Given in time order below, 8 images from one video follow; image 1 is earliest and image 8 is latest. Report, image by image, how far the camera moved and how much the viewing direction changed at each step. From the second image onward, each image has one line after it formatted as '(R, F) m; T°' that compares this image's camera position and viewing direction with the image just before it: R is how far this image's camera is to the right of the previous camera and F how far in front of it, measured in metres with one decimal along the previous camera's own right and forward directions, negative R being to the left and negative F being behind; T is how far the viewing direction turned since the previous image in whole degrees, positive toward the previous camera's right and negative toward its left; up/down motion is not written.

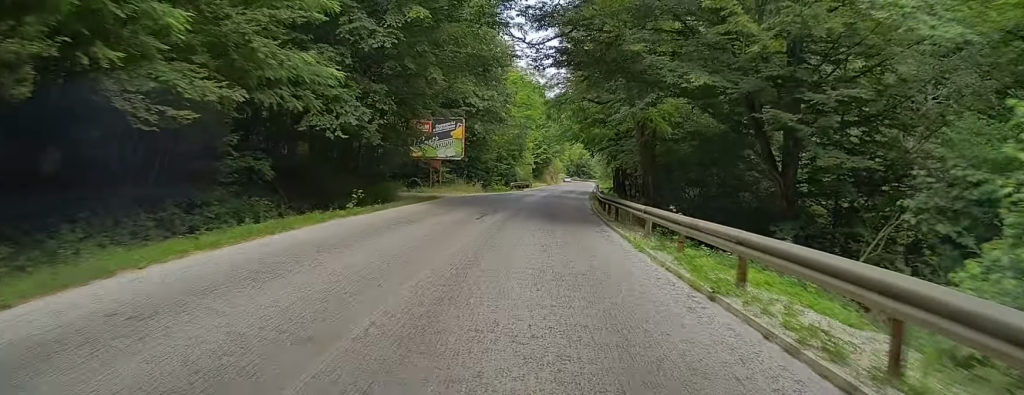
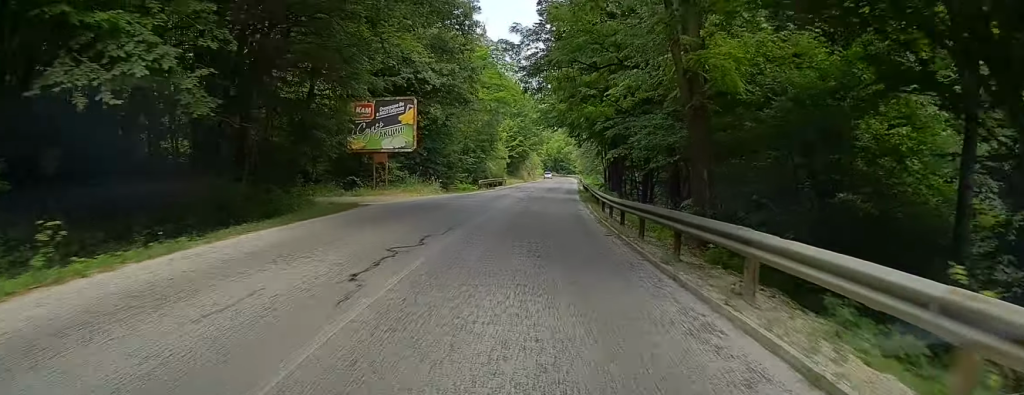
(-0.2, +12.5) m; 0°
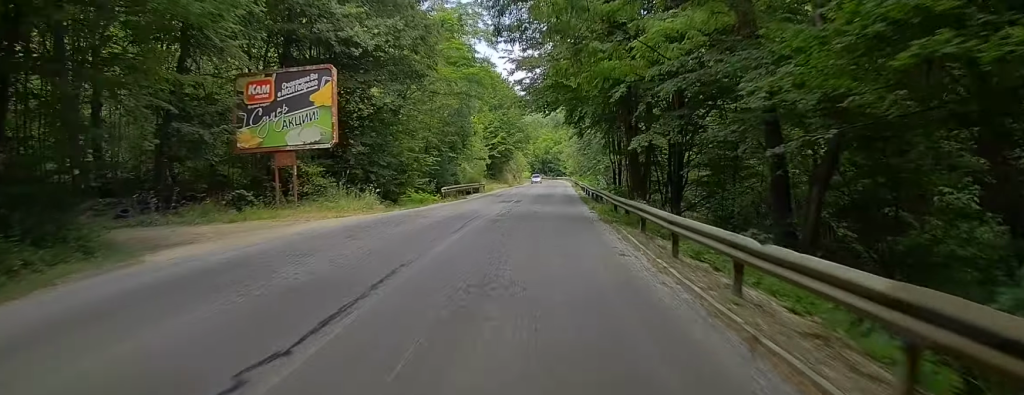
(-0.1, +14.6) m; 0°
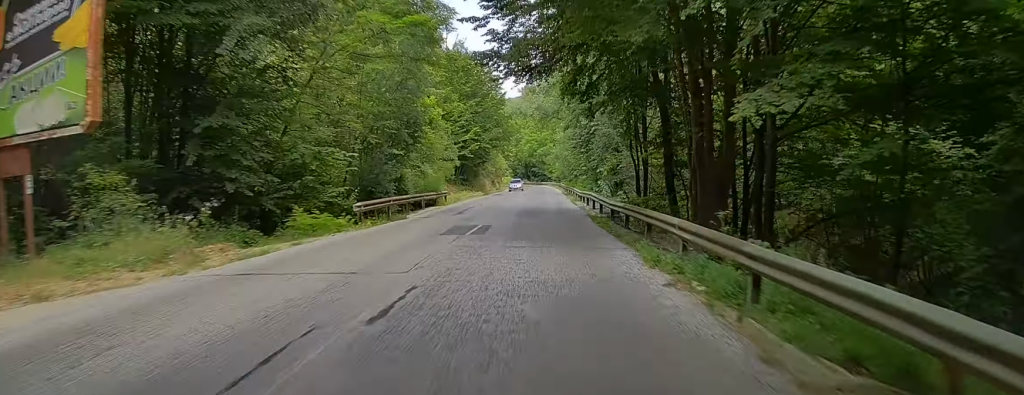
(+0.1, +15.3) m; +1°
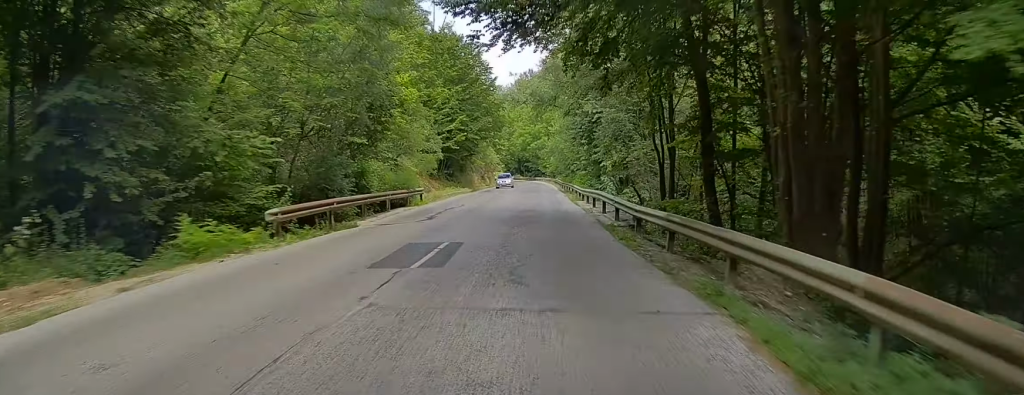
(-0.3, +6.7) m; +1°
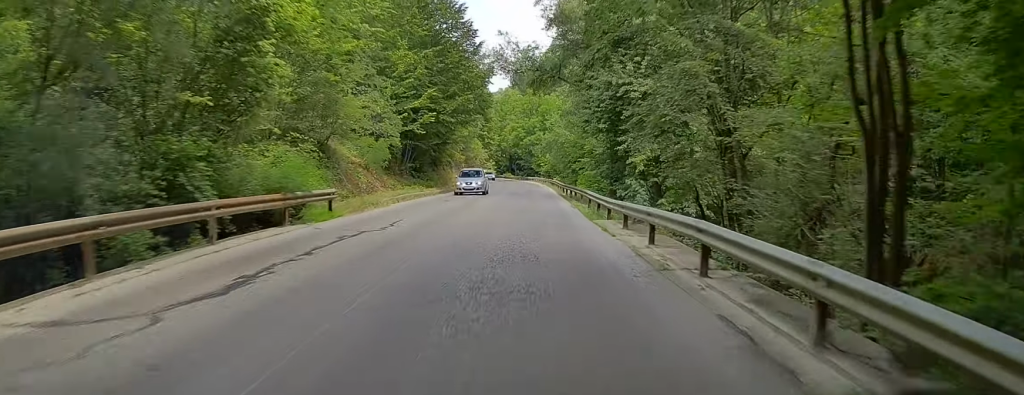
(+0.8, +14.4) m; +3°
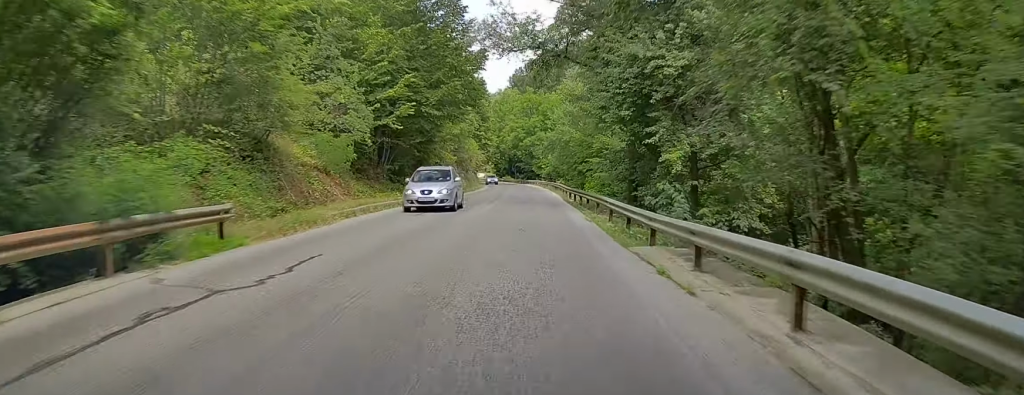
(0.0, +7.1) m; 0°
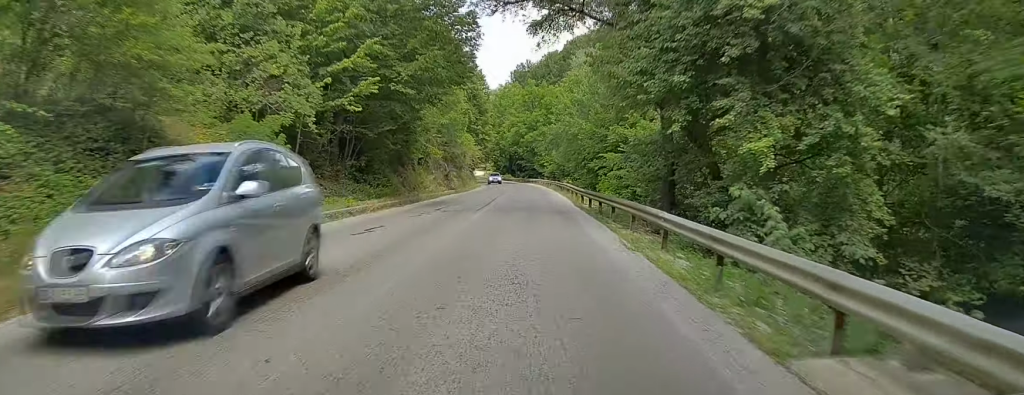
(+0.1, +8.1) m; -1°
